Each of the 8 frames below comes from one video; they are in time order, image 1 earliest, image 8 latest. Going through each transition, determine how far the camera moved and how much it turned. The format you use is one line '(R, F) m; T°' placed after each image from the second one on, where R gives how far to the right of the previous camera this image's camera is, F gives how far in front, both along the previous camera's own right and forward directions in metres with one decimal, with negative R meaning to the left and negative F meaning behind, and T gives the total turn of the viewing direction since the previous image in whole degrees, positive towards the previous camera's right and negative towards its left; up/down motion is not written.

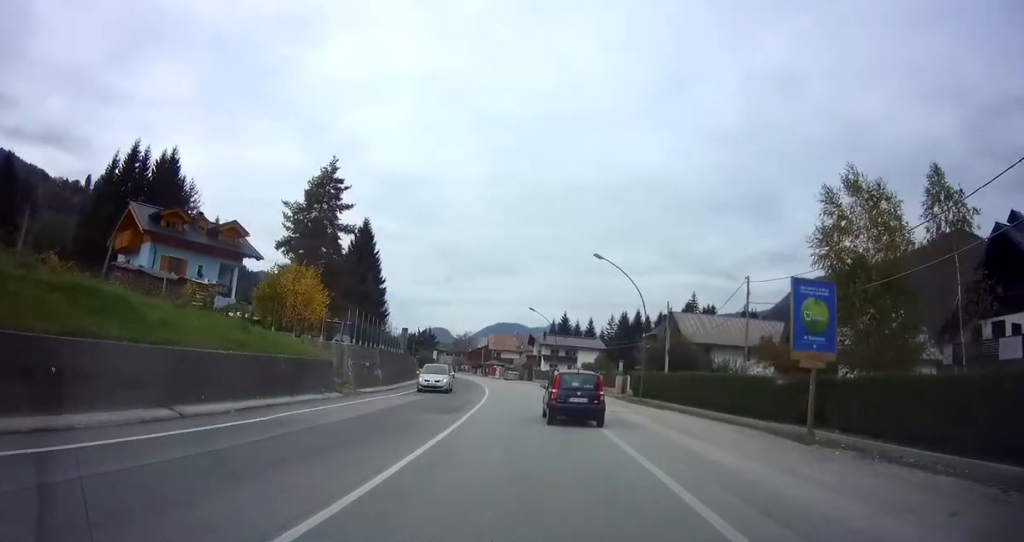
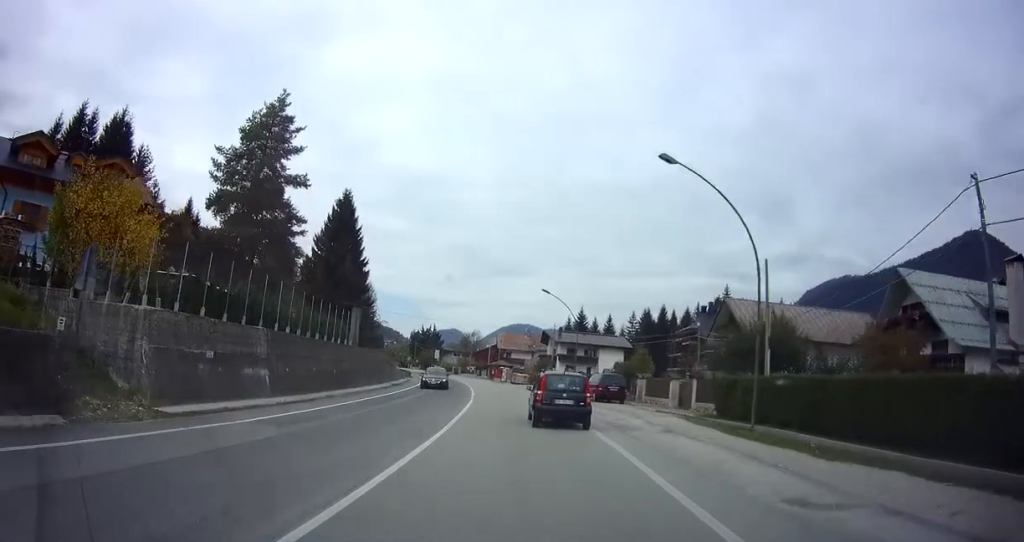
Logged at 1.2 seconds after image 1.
(-0.6, +15.6) m; -3°
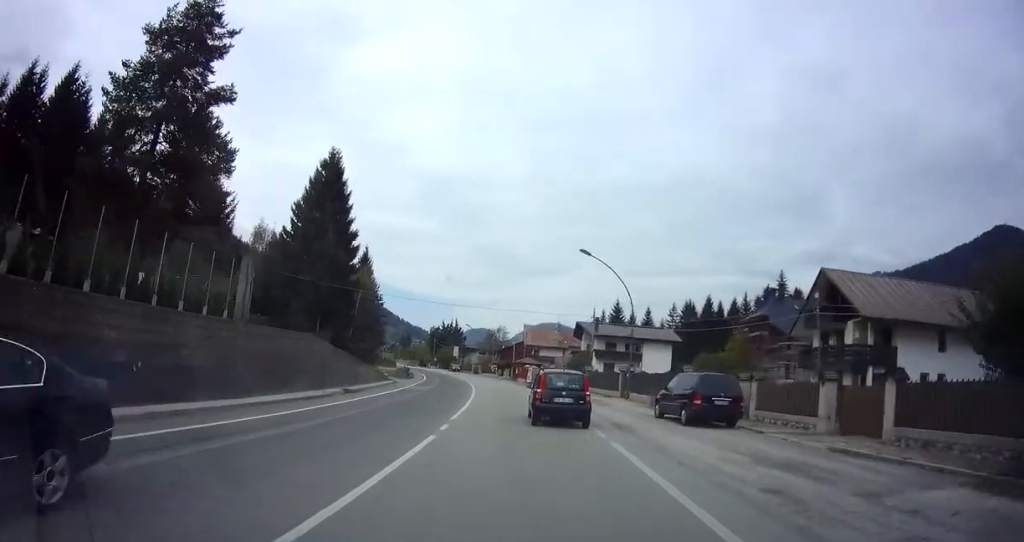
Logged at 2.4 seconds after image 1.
(-0.3, +15.0) m; -5°
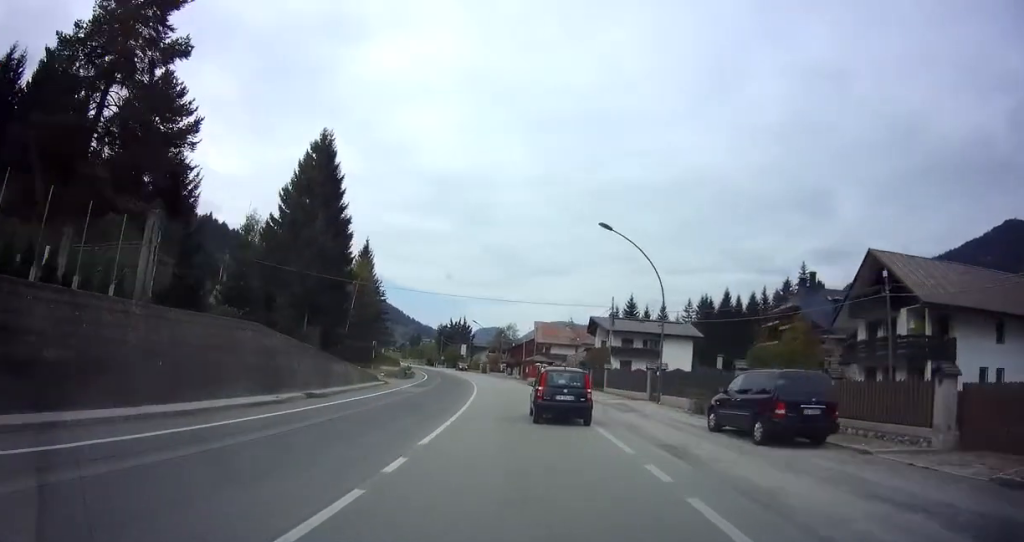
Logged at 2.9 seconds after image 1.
(-0.1, +5.8) m; -3°
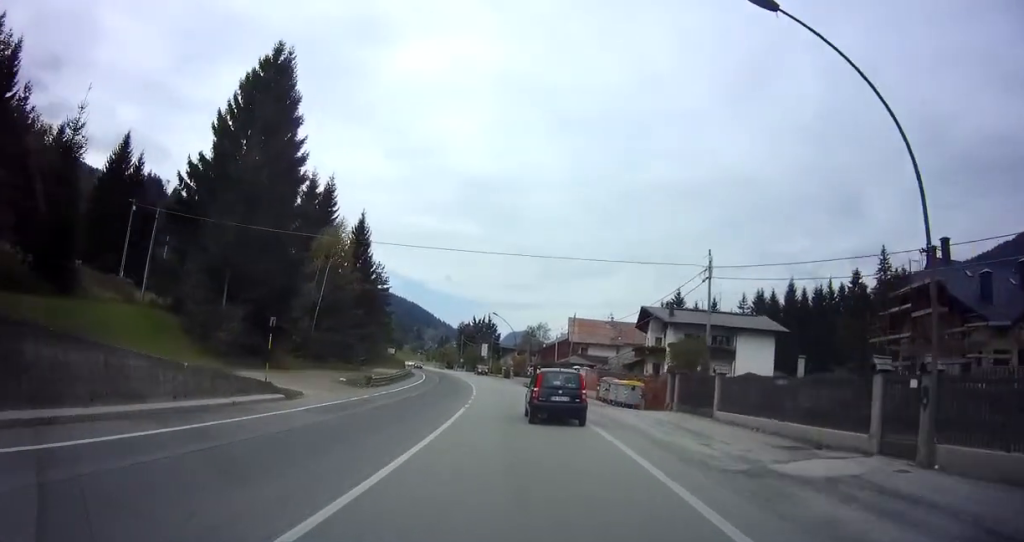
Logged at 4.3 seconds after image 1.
(-0.6, +17.6) m; -2°
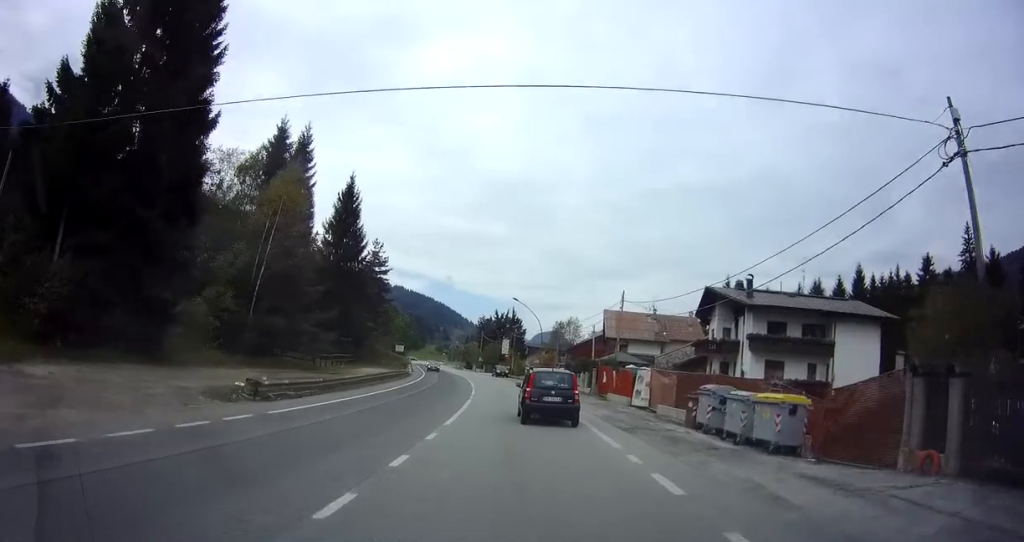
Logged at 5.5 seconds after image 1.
(0.0, +14.9) m; -1°
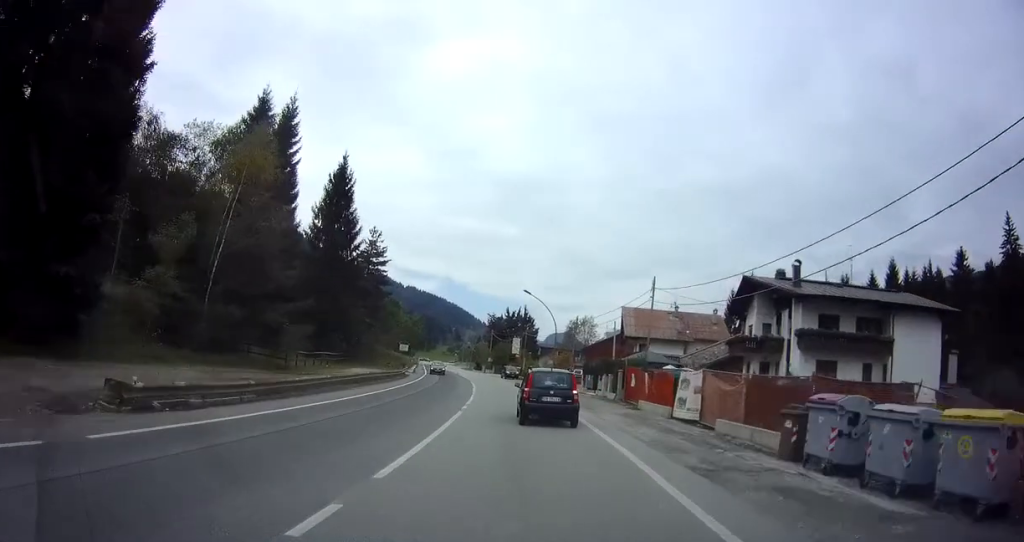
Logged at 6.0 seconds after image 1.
(0.0, +6.2) m; -1°
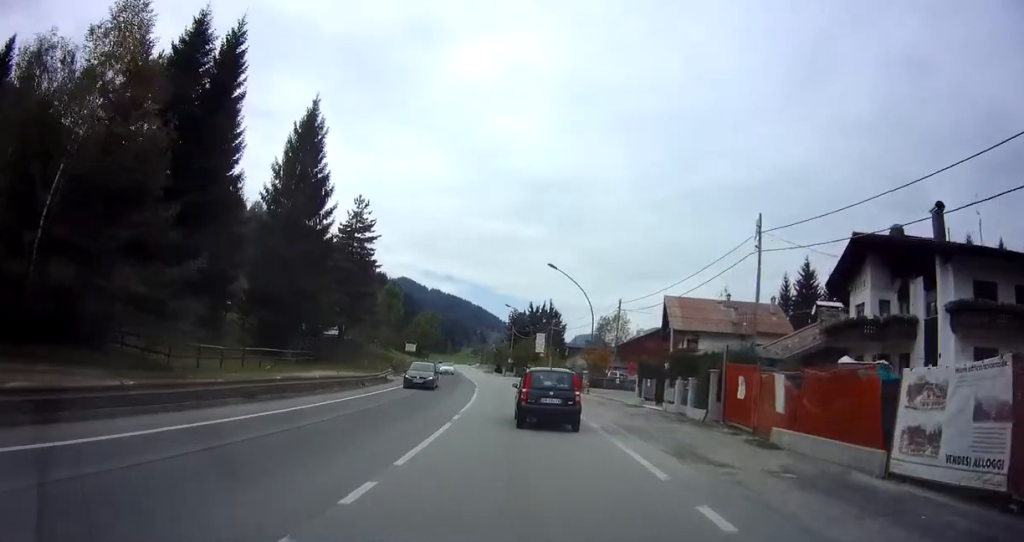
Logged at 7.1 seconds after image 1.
(-0.4, +13.4) m; -2°
